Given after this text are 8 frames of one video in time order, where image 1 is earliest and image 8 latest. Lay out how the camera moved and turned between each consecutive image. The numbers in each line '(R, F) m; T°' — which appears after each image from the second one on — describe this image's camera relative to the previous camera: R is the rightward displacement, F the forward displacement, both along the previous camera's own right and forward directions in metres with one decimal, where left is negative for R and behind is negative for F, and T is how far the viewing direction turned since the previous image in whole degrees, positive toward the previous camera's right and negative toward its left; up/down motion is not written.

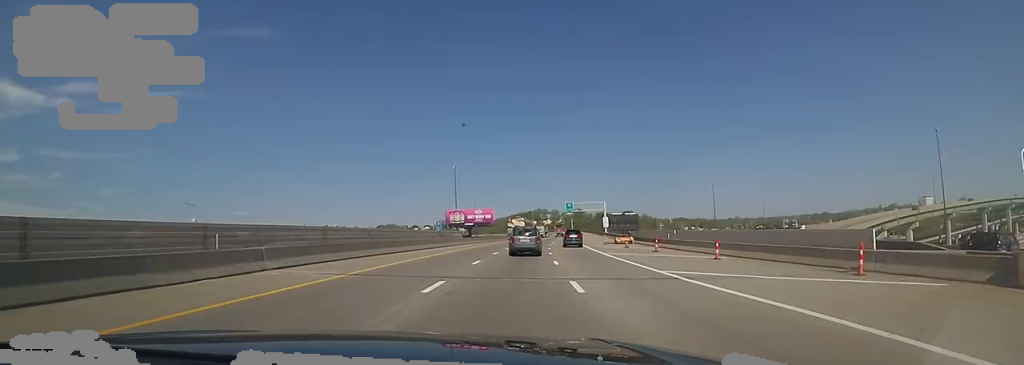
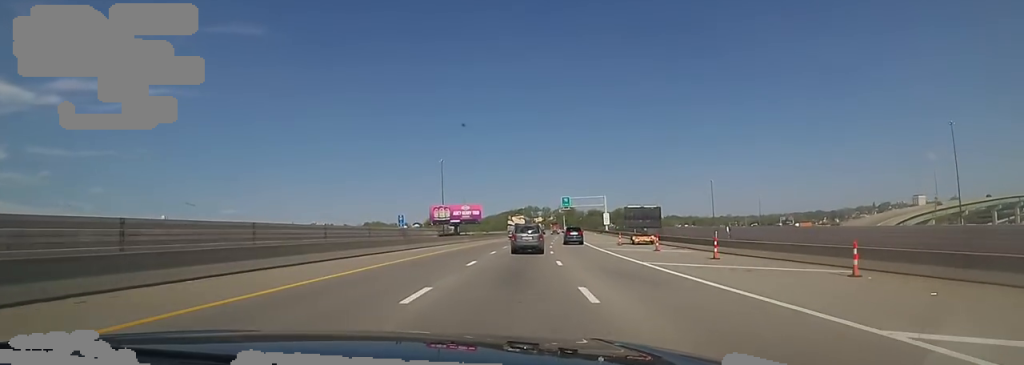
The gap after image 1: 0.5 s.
(+0.2, +11.7) m; +1°
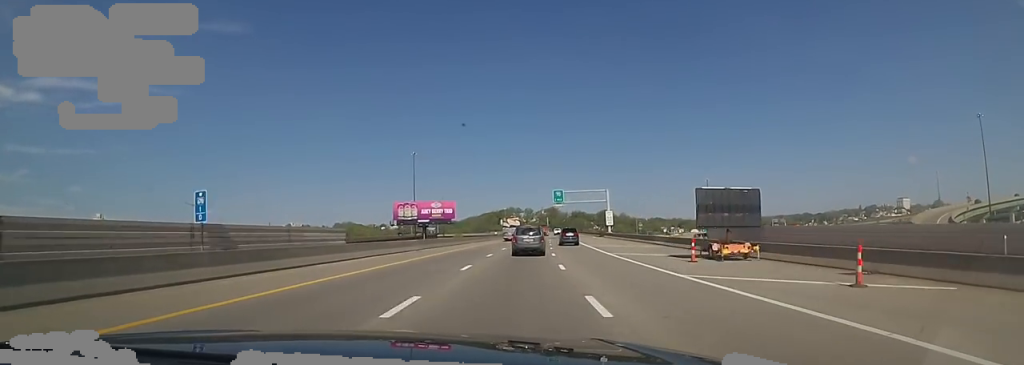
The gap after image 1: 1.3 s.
(+0.2, +20.8) m; +1°
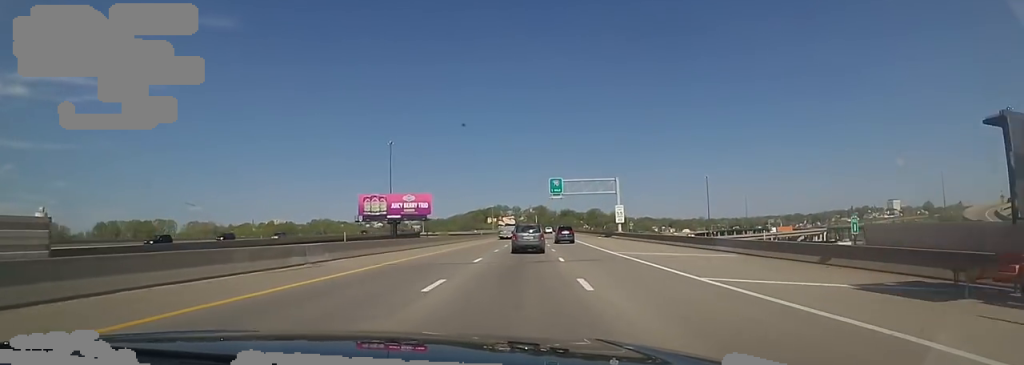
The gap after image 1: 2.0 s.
(-0.1, +16.3) m; +2°
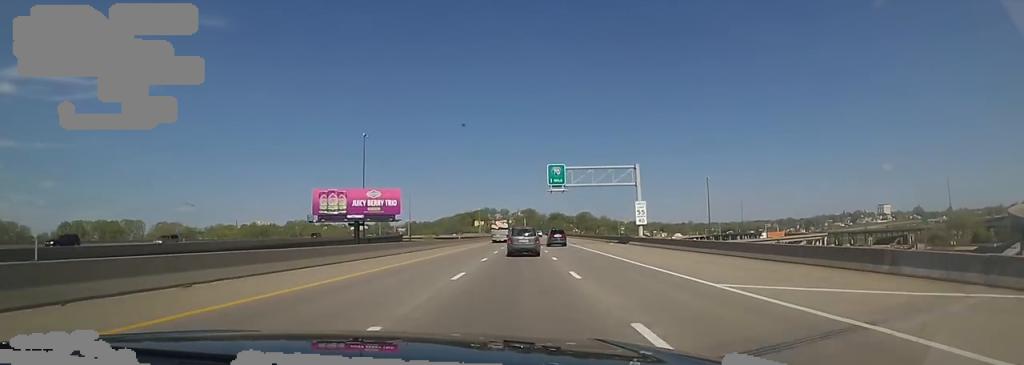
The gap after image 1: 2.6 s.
(+0.6, +16.1) m; +2°
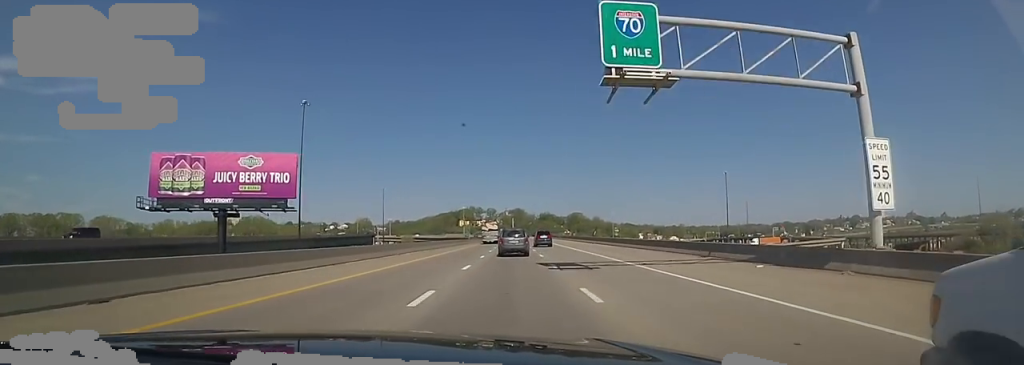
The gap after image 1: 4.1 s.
(+0.5, +34.2) m; +2°
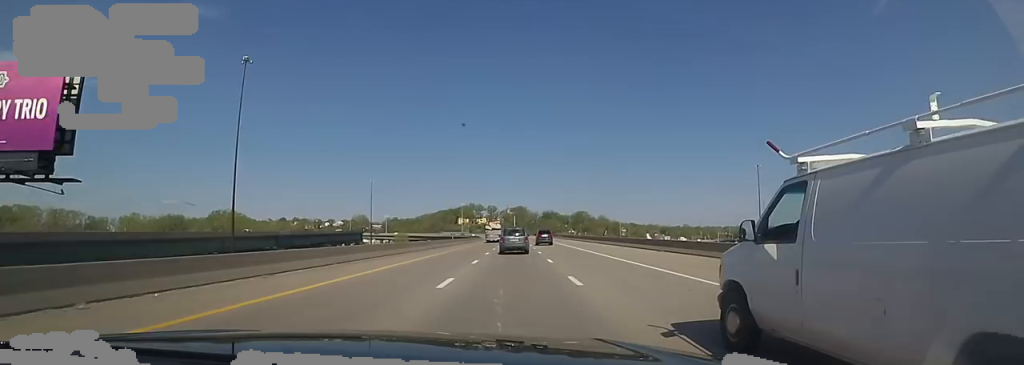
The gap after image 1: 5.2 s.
(+0.8, +27.0) m; 0°
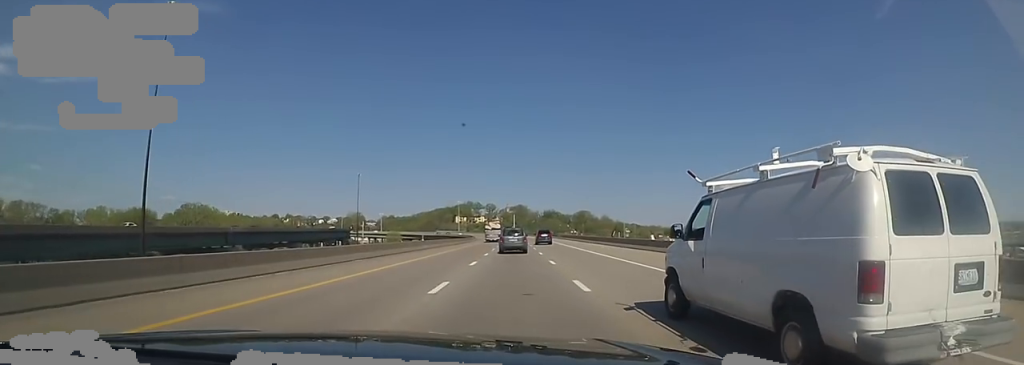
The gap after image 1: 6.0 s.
(-0.9, +22.4) m; -3°
